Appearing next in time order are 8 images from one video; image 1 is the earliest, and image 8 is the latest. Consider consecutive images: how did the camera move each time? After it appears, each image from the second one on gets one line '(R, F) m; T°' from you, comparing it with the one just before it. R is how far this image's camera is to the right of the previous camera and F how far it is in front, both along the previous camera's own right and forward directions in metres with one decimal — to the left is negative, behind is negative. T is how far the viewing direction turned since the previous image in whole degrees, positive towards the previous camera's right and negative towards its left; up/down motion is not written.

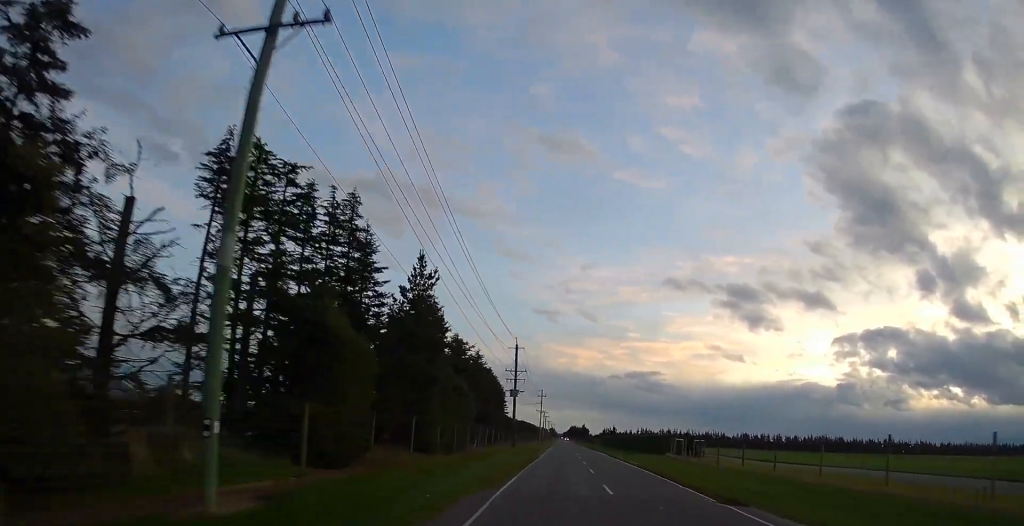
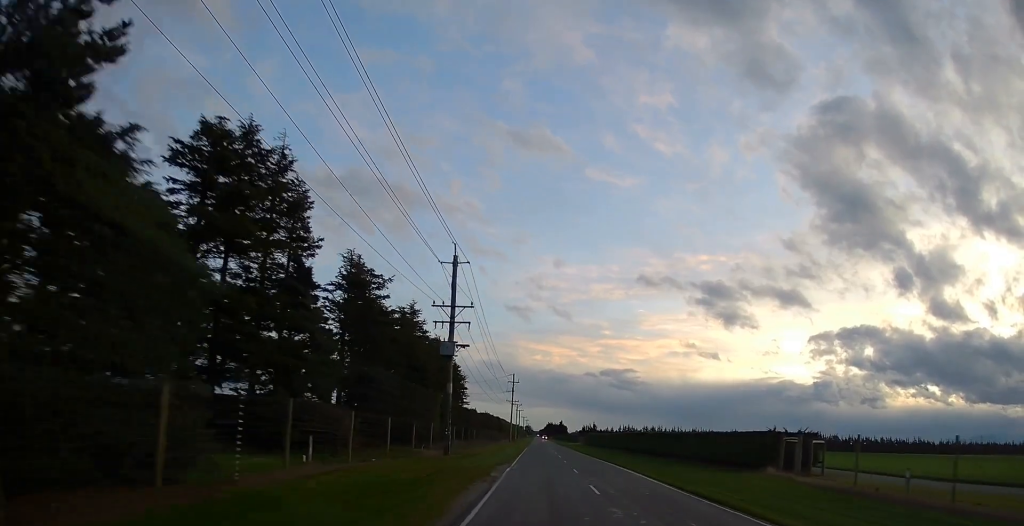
(+0.9, +40.9) m; +2°
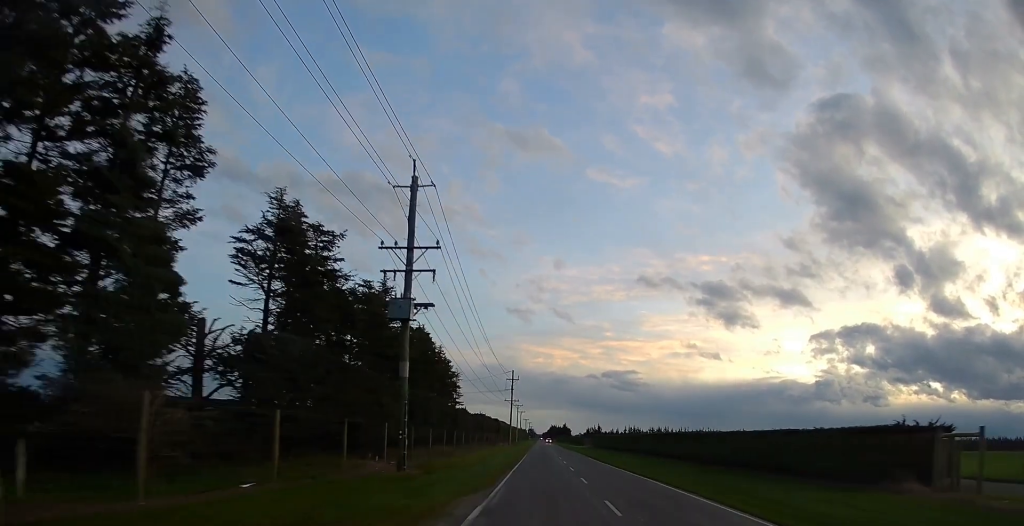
(-0.1, +14.4) m; 0°
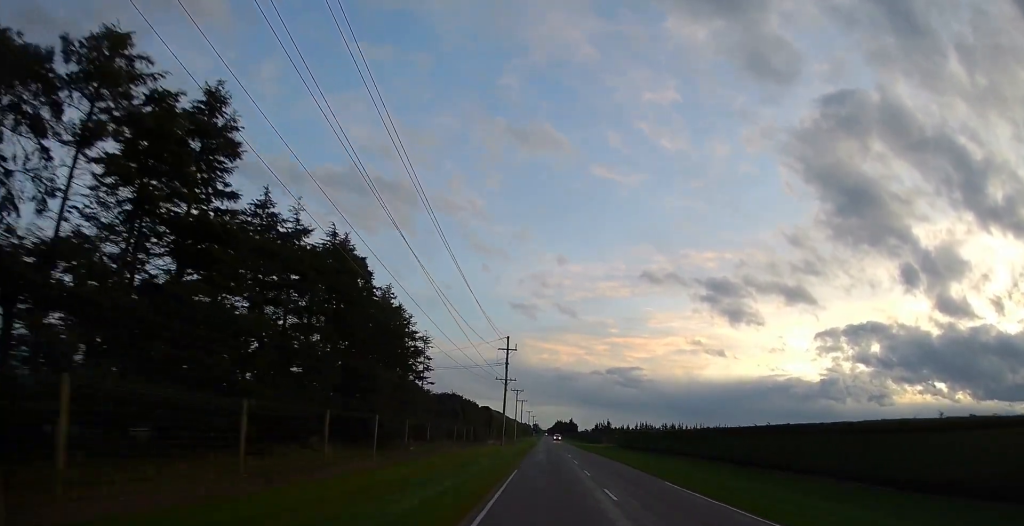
(+0.2, +37.1) m; +1°
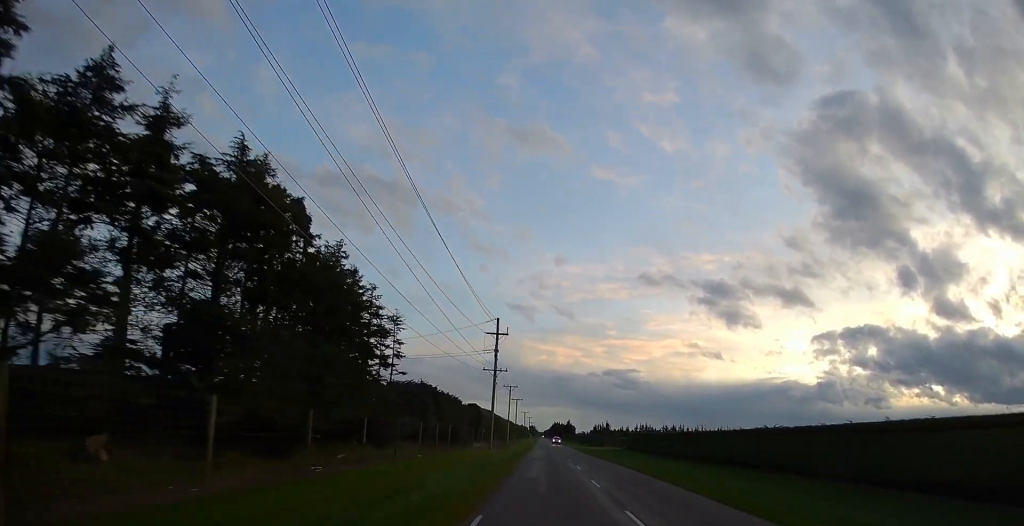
(-0.1, +15.7) m; -1°
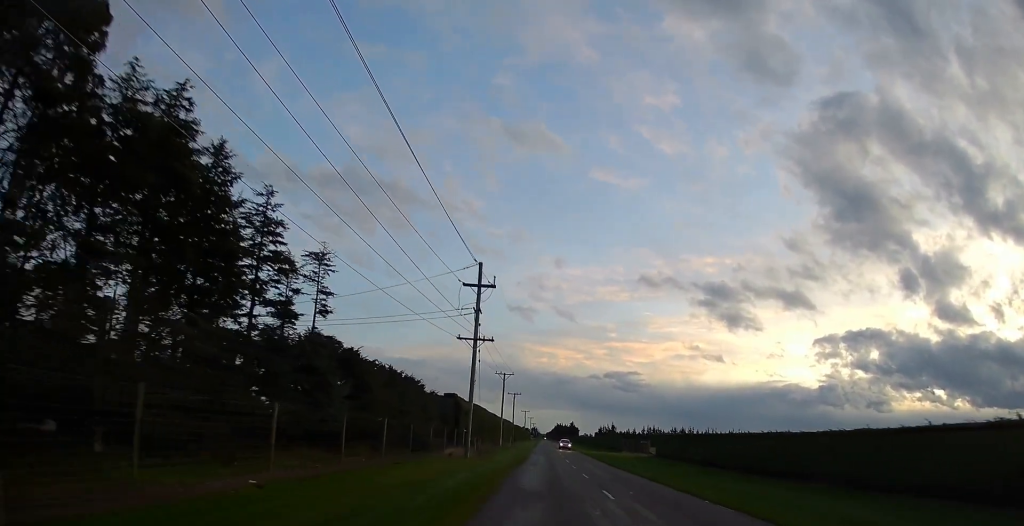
(-0.3, +23.5) m; 0°
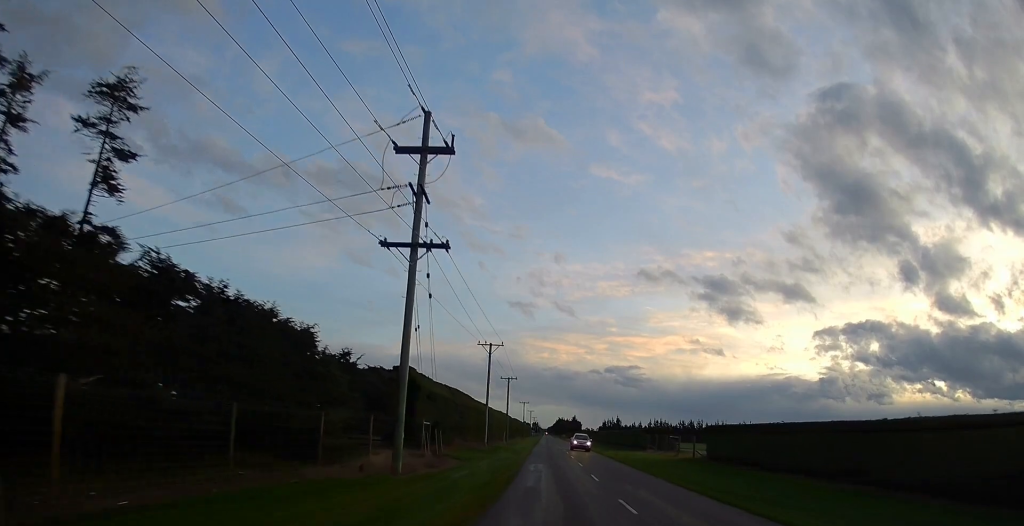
(+0.1, +23.6) m; +1°
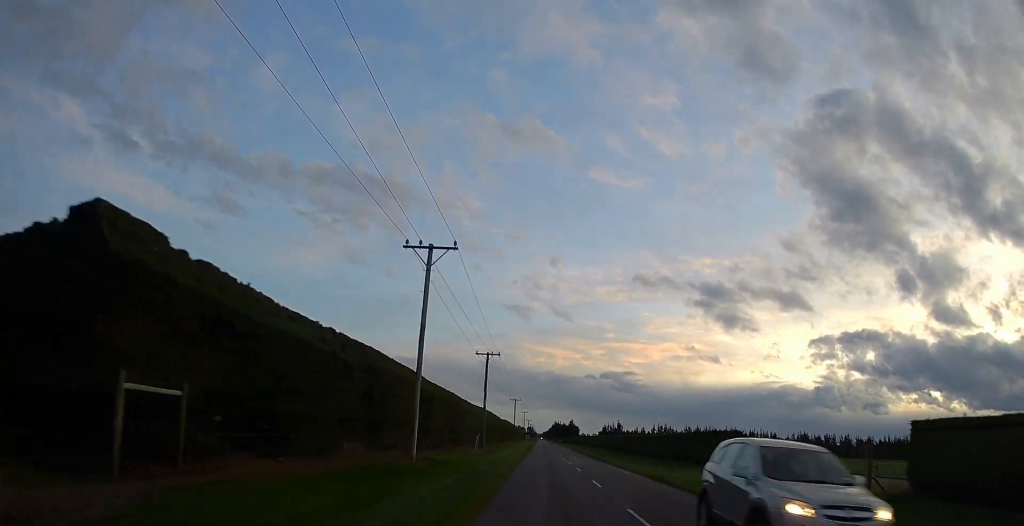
(+0.6, +32.5) m; -1°
